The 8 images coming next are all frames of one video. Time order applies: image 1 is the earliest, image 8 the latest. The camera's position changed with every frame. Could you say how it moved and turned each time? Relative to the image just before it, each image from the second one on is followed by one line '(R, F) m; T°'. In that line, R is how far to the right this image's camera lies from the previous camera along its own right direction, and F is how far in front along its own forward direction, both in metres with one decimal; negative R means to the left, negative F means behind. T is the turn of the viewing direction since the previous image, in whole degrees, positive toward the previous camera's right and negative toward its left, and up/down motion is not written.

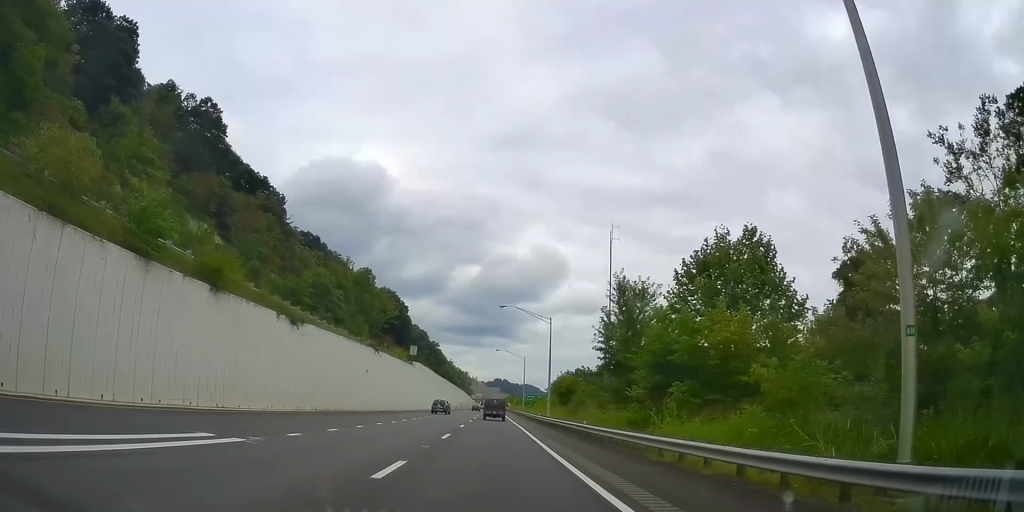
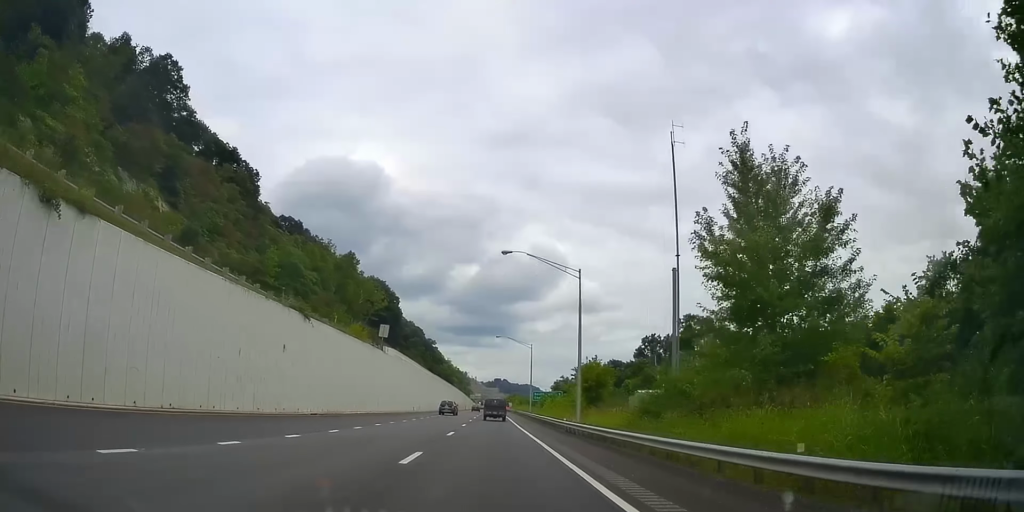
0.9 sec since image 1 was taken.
(-0.1, +21.9) m; -1°
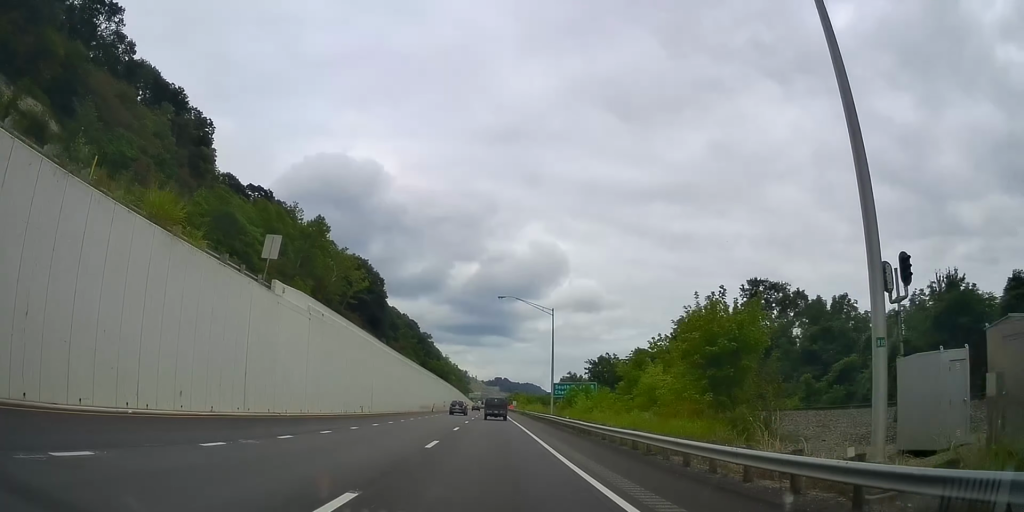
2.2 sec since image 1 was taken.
(-0.5, +32.1) m; 0°
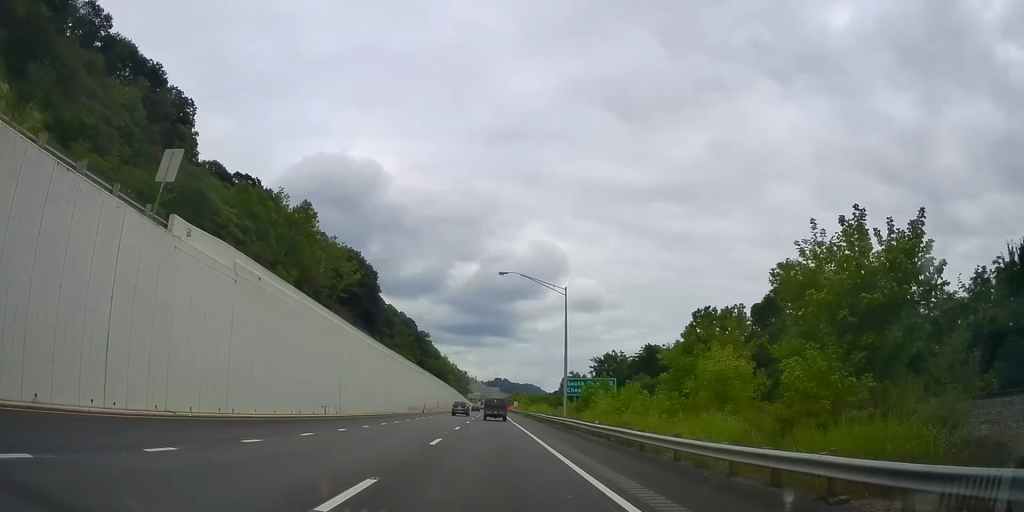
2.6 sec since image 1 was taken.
(+0.1, +10.8) m; 0°
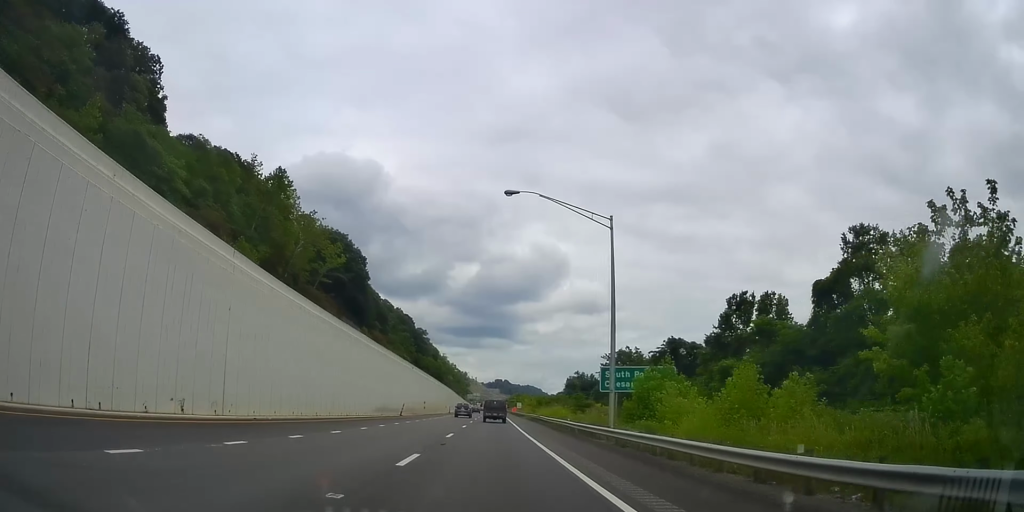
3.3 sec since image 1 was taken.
(+0.1, +18.6) m; 0°
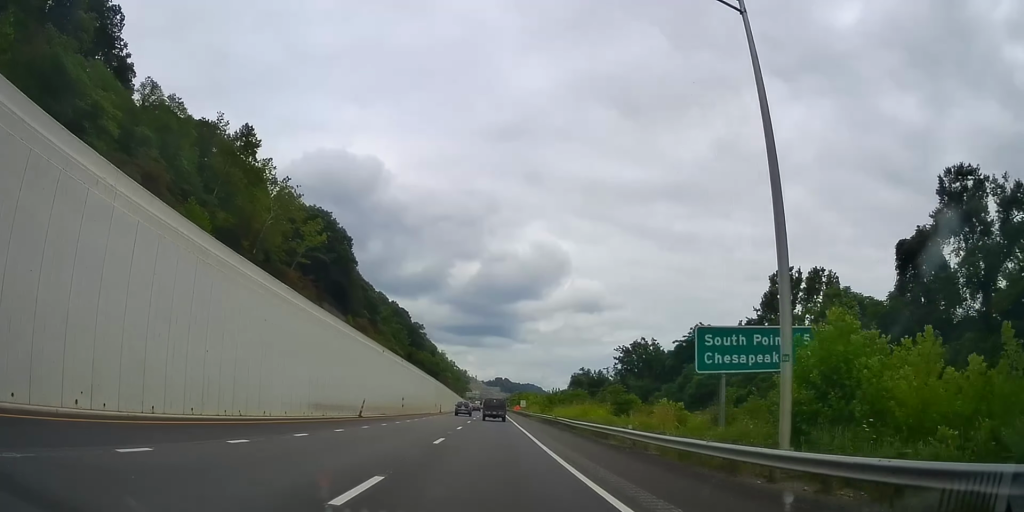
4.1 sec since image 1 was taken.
(0.0, +17.5) m; 0°
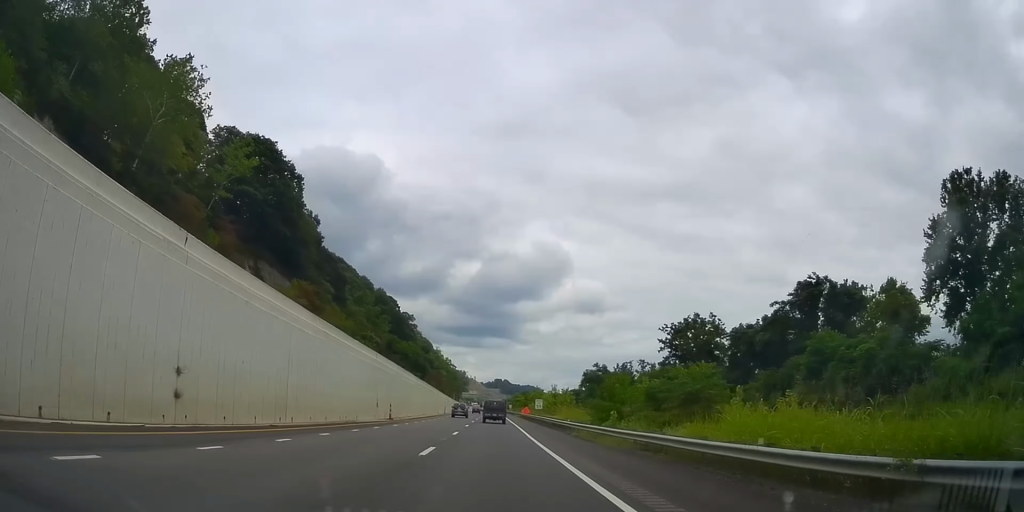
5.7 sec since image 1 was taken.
(-0.3, +40.4) m; 0°
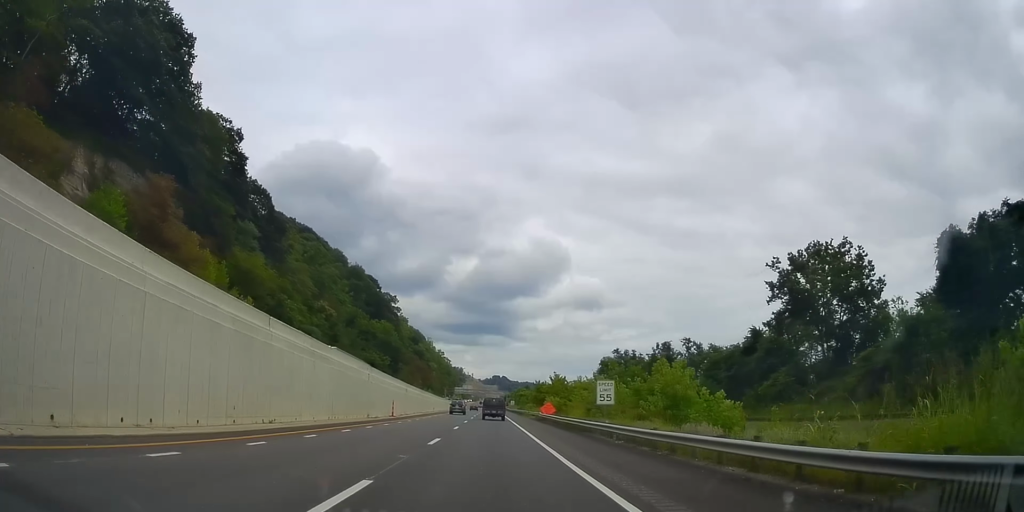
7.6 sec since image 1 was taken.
(+0.1, +45.4) m; +1°
